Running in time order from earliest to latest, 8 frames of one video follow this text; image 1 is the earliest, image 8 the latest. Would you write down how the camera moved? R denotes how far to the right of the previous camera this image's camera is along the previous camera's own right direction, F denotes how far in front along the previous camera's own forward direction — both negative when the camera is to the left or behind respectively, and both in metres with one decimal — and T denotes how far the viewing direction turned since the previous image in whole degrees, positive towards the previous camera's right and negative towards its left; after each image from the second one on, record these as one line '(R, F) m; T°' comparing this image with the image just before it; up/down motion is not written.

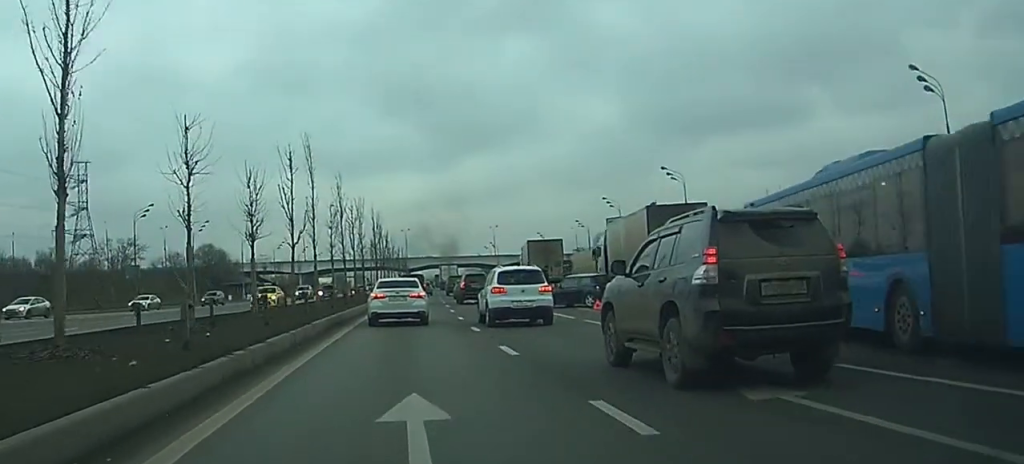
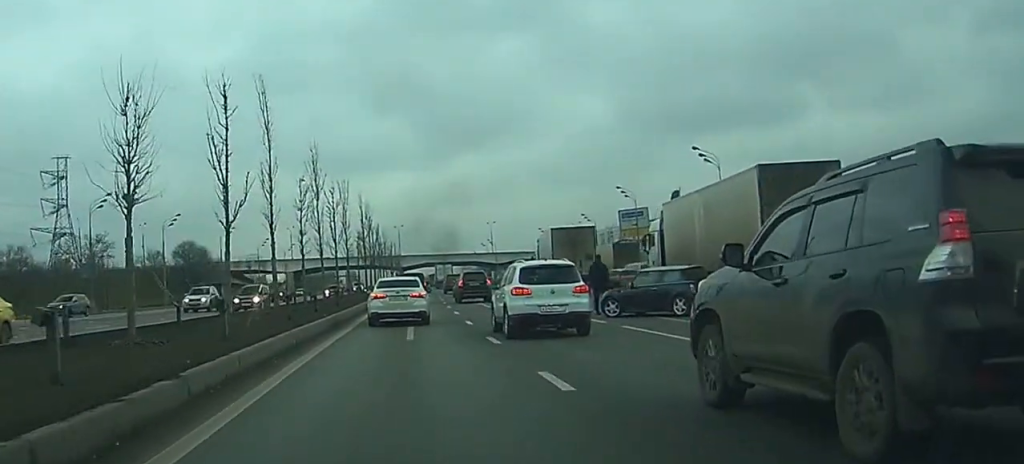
(+0.9, +12.8) m; +1°
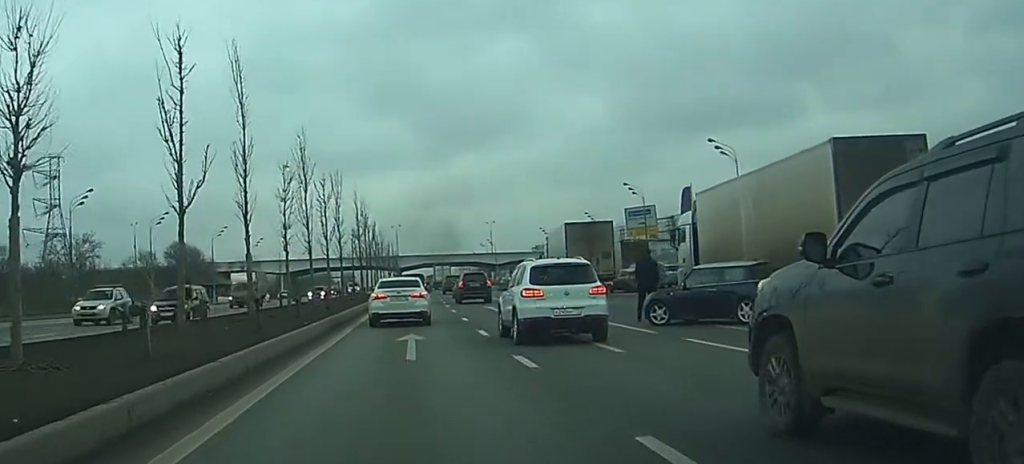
(-0.2, +5.2) m; -2°
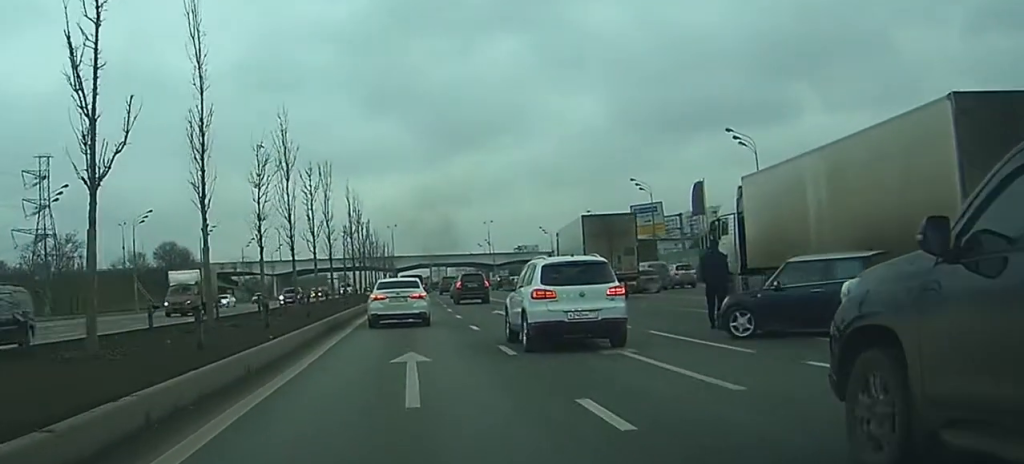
(0.0, +5.9) m; +1°
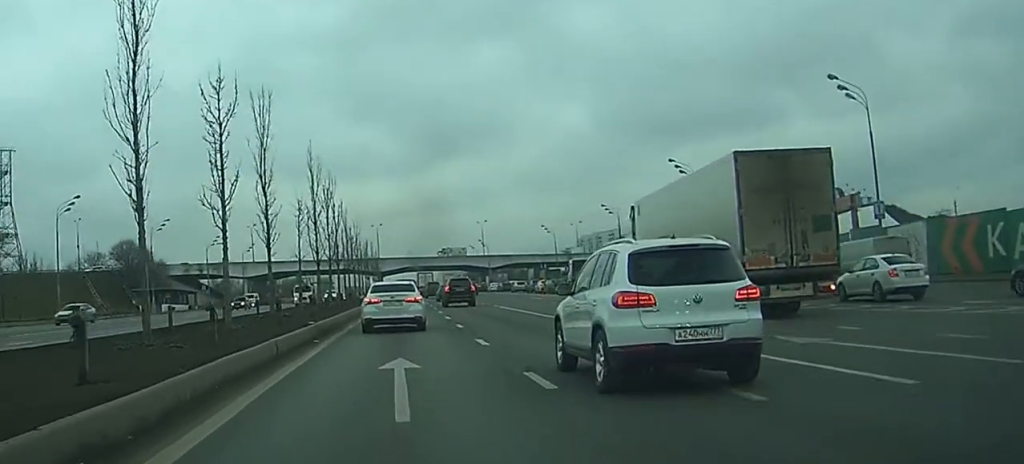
(+0.4, +21.2) m; +2°
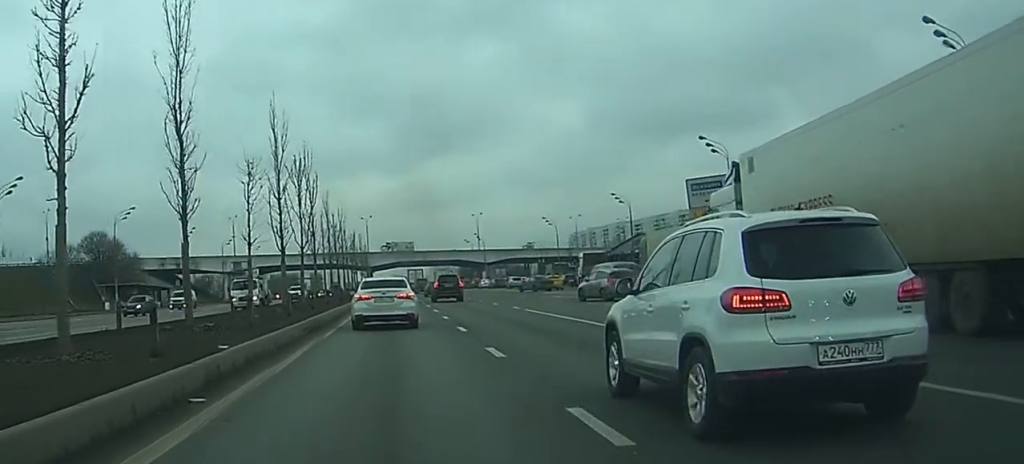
(+0.1, +11.6) m; +1°
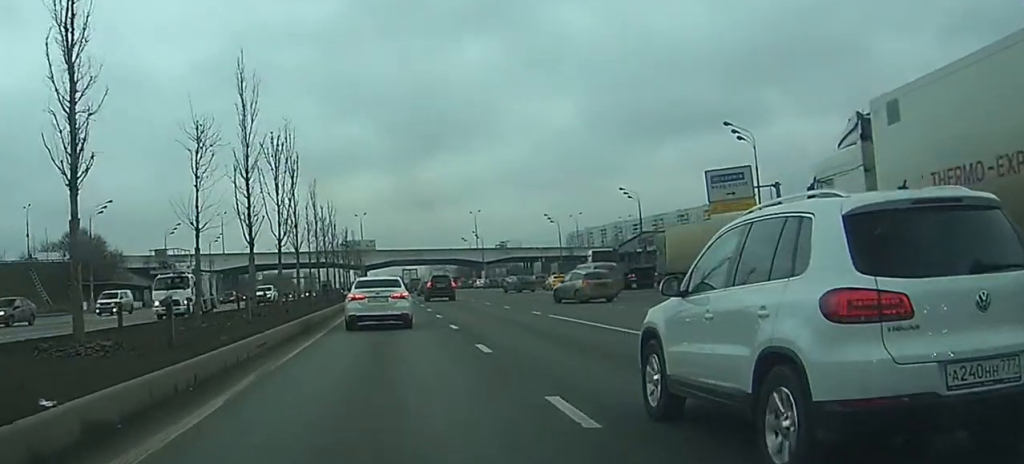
(0.0, +7.4) m; 0°
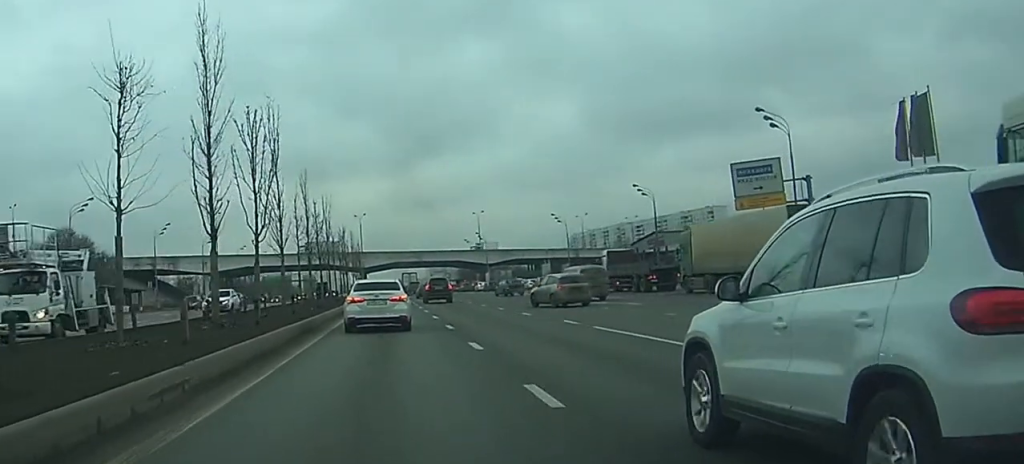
(0.0, +7.0) m; 0°
